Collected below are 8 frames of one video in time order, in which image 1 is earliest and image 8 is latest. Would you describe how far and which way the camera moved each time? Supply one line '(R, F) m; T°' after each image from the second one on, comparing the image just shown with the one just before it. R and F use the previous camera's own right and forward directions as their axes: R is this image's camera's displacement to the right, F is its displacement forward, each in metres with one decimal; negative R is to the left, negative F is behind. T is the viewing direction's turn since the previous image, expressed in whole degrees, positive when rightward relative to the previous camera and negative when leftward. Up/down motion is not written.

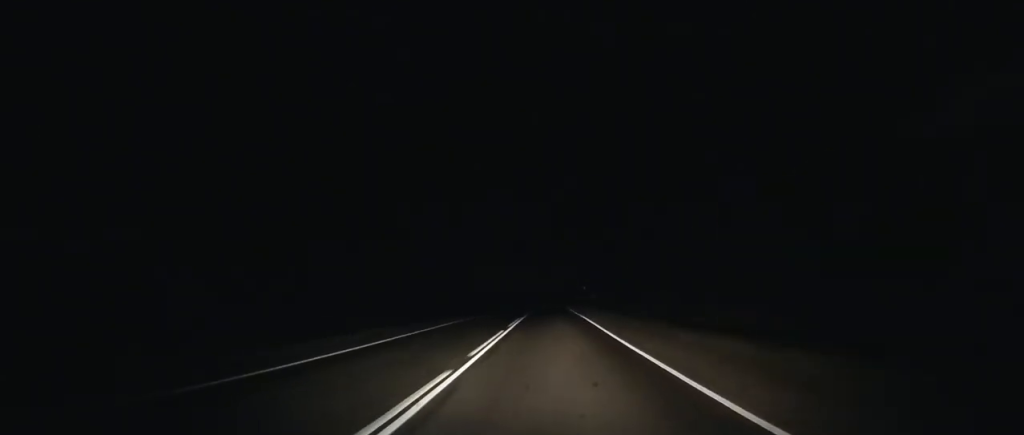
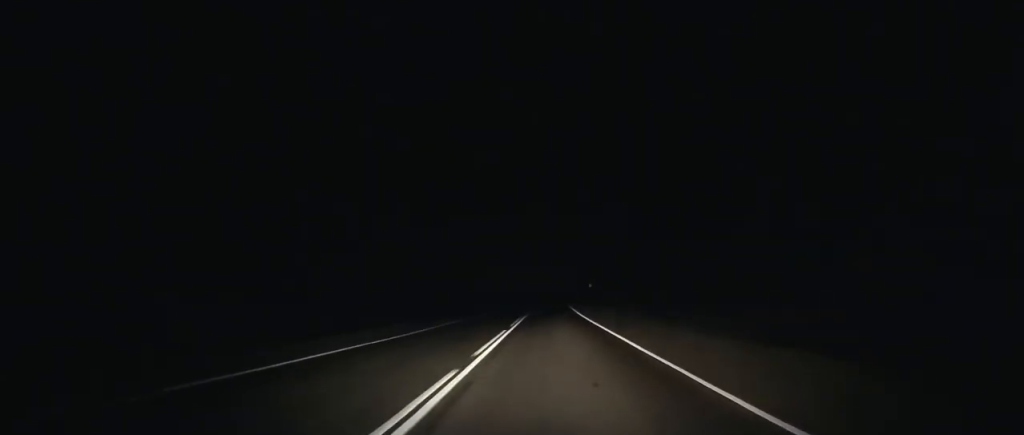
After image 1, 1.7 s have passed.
(-0.4, +45.8) m; +1°
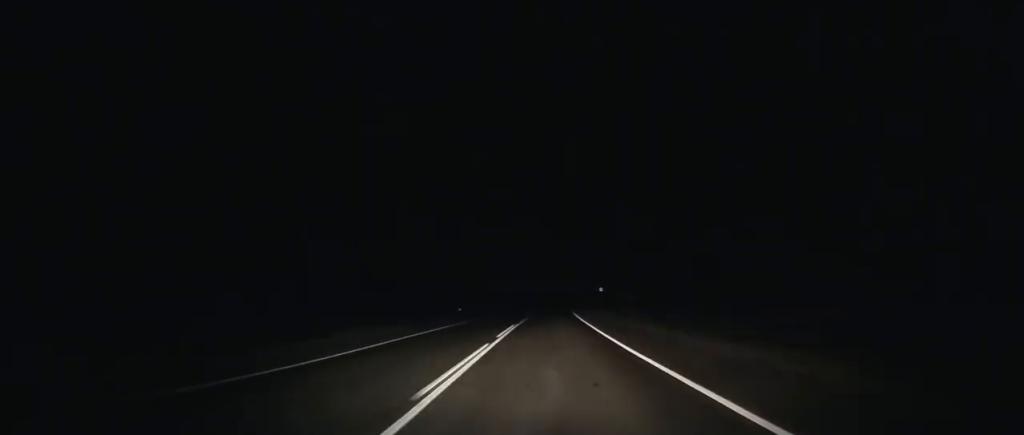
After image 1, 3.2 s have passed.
(+0.6, +38.7) m; +1°
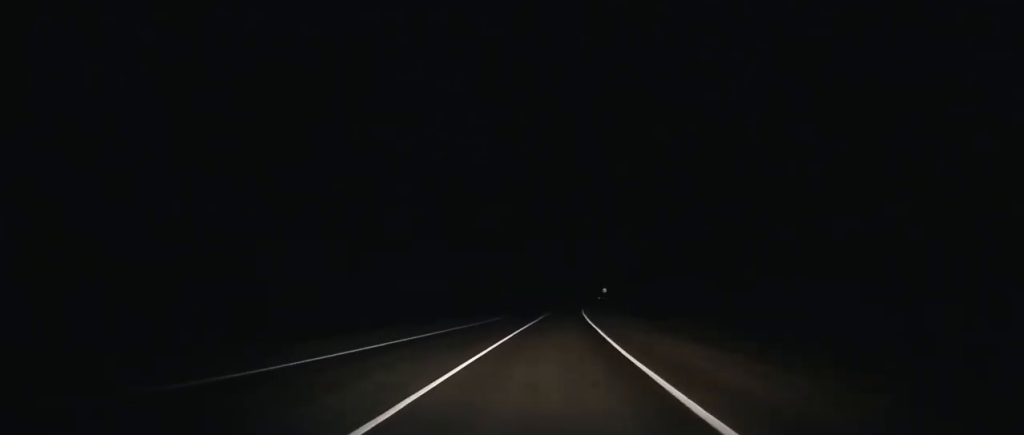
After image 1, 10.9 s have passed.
(+16.7, +197.4) m; +11°
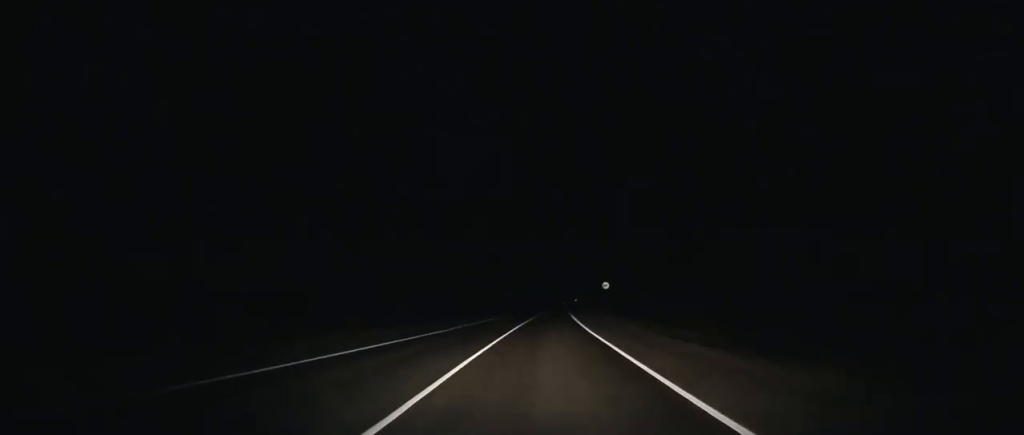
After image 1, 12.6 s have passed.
(+1.5, +42.7) m; +2°
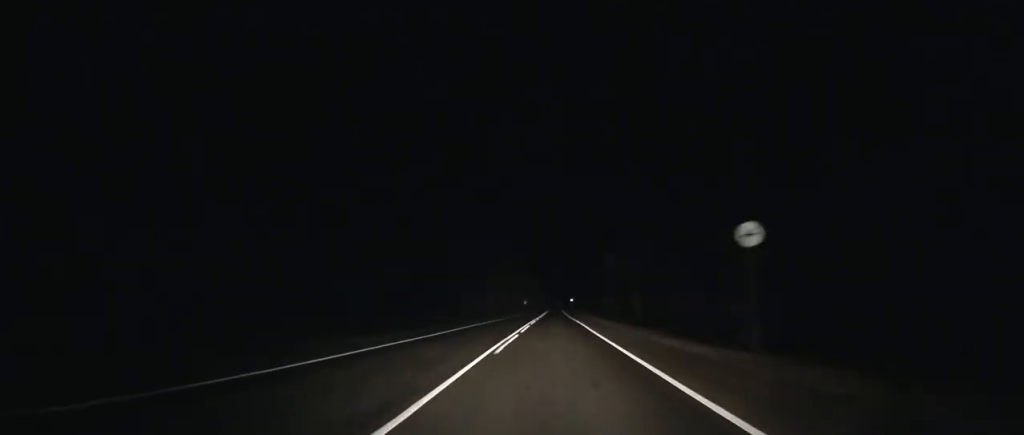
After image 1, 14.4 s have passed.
(+1.0, +45.3) m; +2°
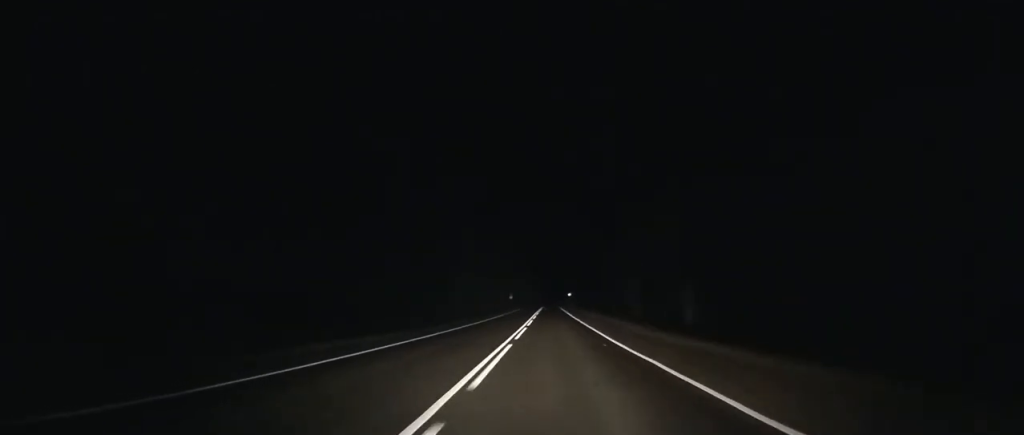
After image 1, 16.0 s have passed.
(+0.5, +40.3) m; +1°
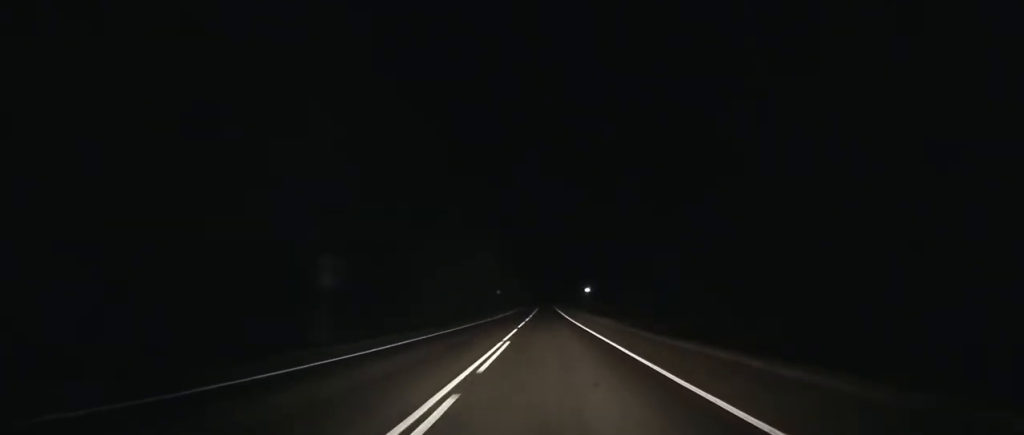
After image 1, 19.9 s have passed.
(+1.2, +102.5) m; +1°
